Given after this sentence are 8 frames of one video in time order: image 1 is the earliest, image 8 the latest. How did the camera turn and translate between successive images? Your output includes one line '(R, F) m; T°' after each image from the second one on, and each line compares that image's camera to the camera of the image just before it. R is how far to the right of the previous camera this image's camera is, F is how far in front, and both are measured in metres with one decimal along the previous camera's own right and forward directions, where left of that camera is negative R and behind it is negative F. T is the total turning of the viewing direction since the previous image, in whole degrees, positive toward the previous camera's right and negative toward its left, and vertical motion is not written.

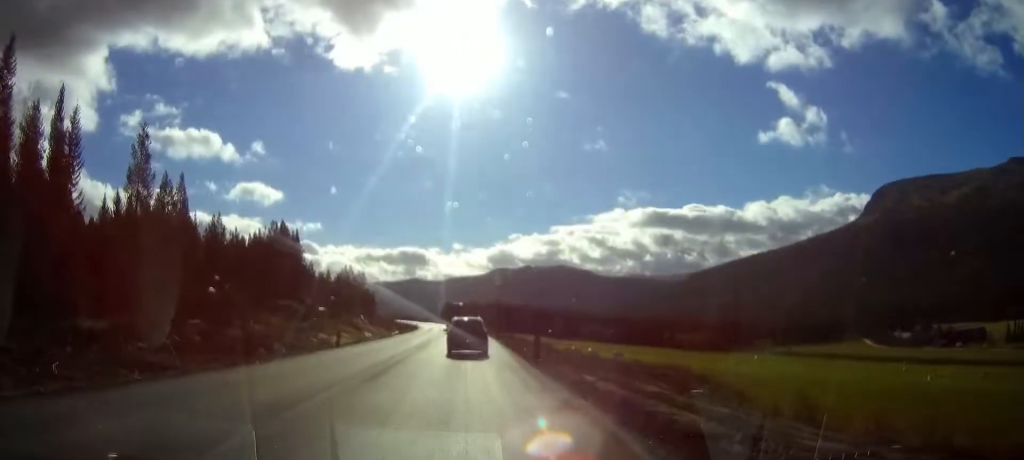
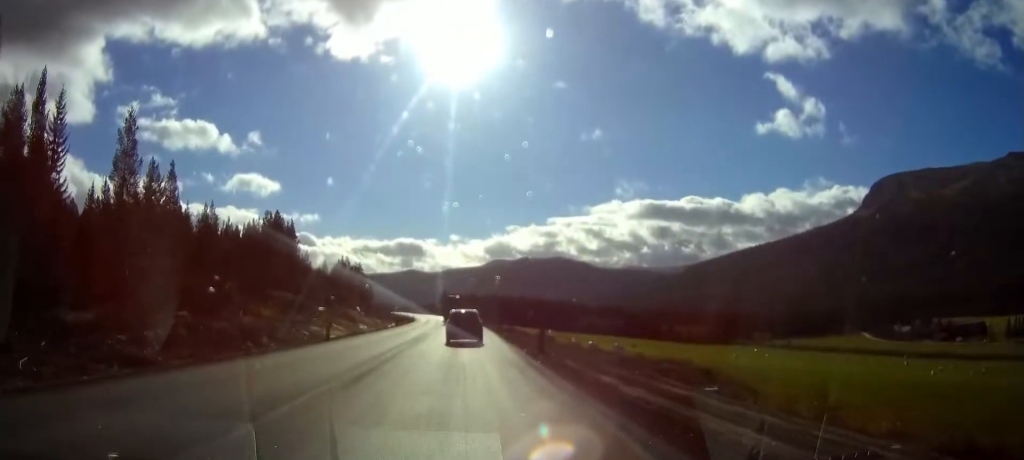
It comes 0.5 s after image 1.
(0.0, +2.8) m; 0°
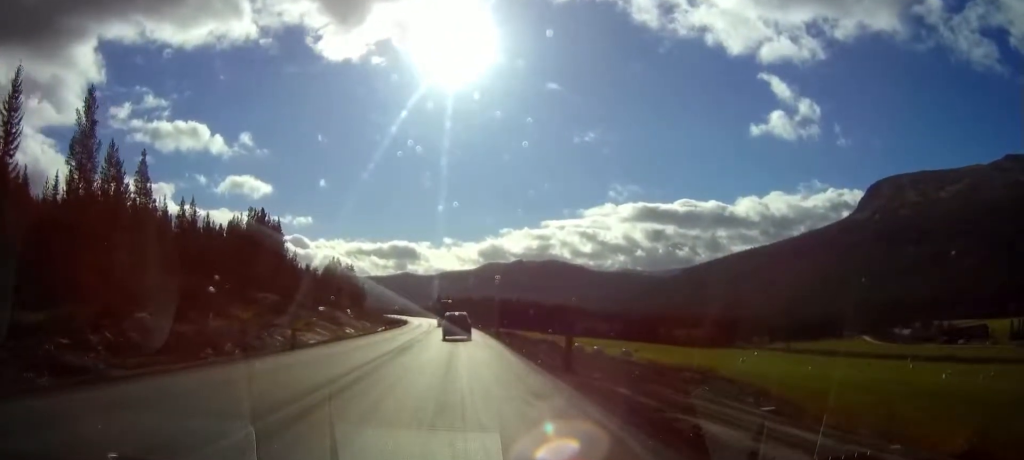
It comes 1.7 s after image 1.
(-0.1, +8.2) m; -1°
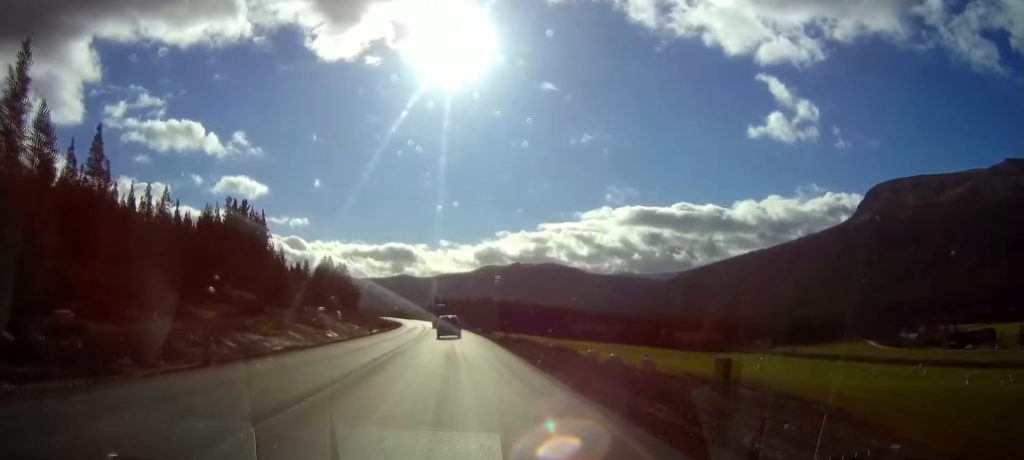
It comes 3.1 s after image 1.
(-0.1, +11.9) m; -1°
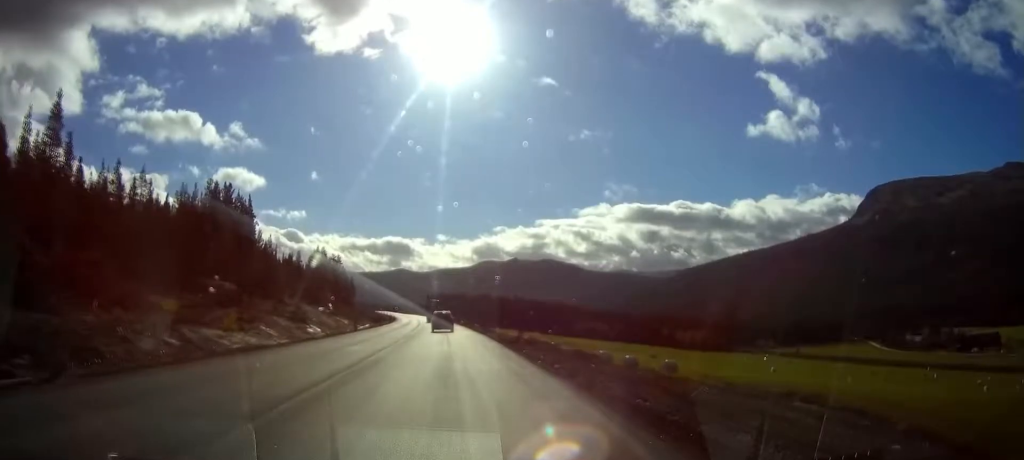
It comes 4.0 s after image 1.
(-0.1, +8.9) m; 0°
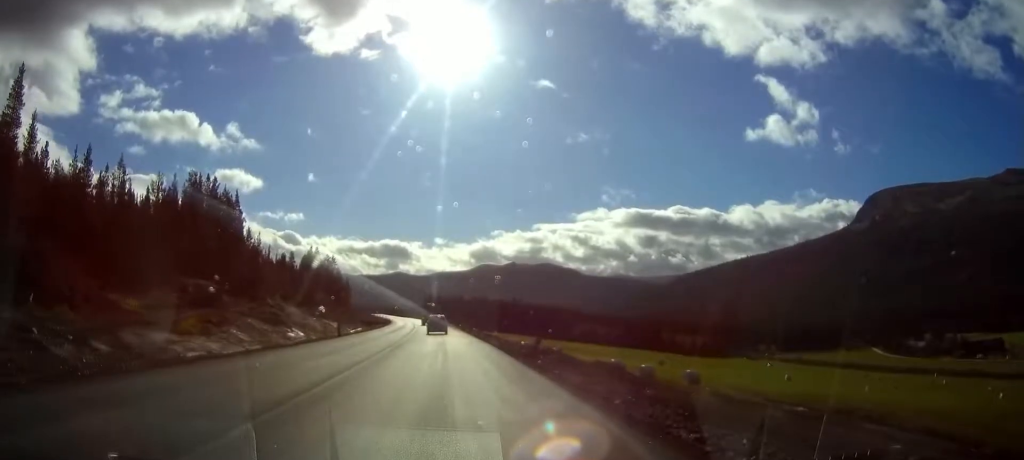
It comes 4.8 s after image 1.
(0.0, +7.6) m; 0°
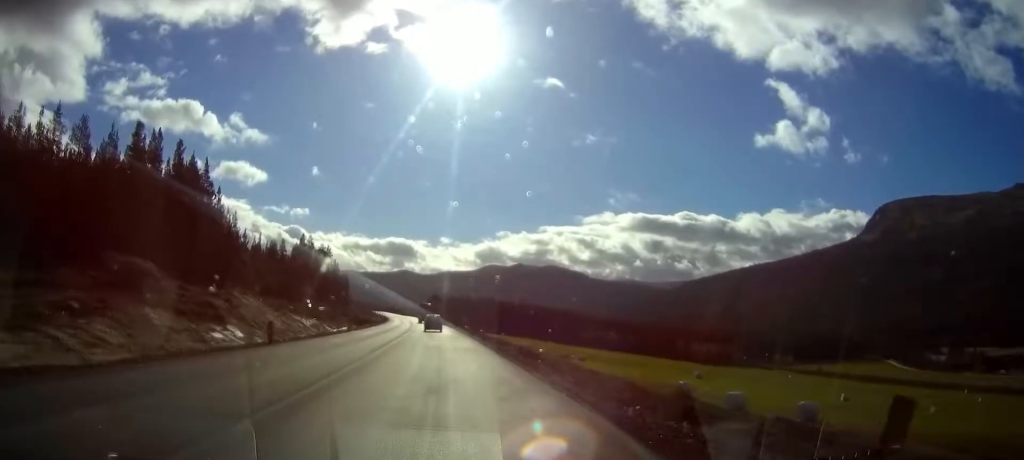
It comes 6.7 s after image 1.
(+0.4, +21.6) m; +2°
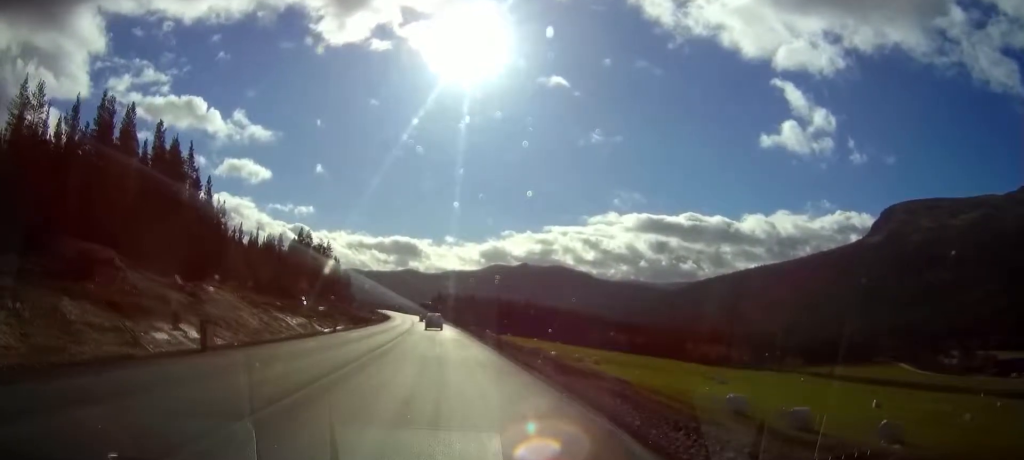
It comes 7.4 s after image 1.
(+0.1, +9.3) m; 0°
